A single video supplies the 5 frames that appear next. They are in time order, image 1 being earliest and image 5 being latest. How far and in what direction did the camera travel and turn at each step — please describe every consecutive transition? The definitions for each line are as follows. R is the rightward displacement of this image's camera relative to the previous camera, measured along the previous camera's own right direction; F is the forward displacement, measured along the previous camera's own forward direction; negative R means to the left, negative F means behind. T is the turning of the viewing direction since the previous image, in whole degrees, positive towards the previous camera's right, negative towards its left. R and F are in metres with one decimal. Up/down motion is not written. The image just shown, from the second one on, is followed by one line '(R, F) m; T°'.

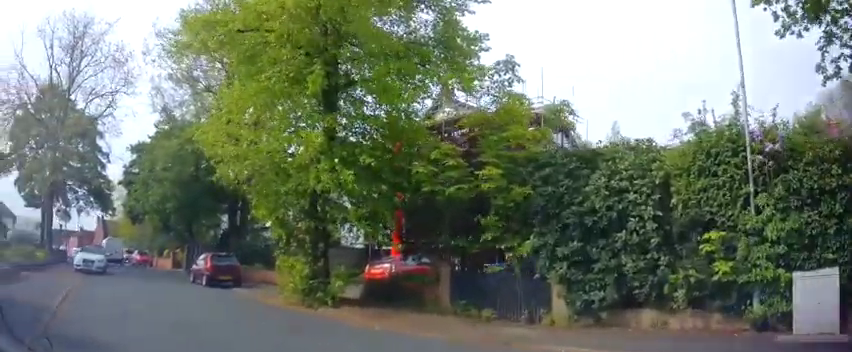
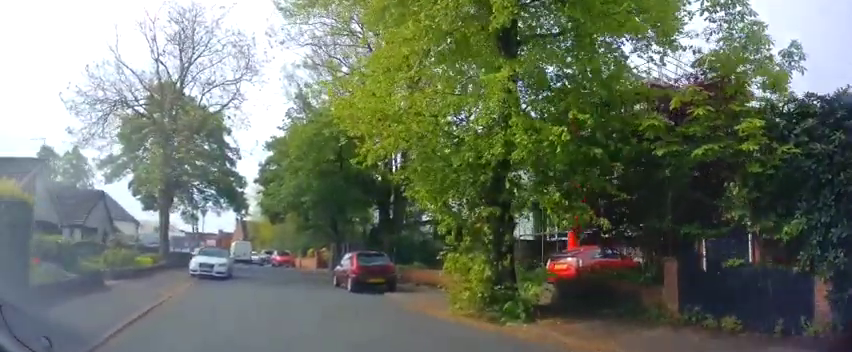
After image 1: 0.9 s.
(-0.6, +2.9) m; -18°
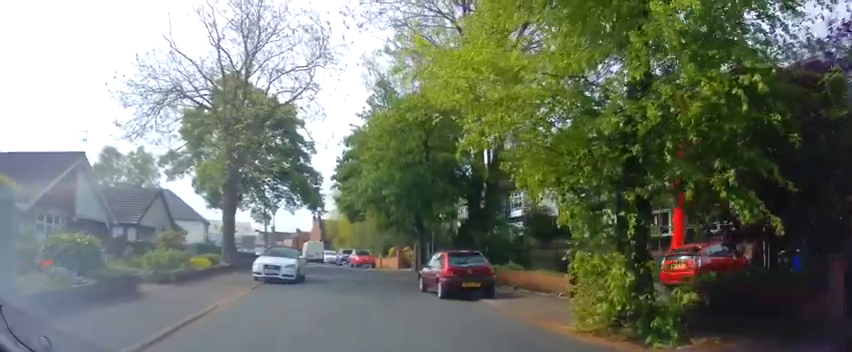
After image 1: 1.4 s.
(-0.2, +2.2) m; -6°
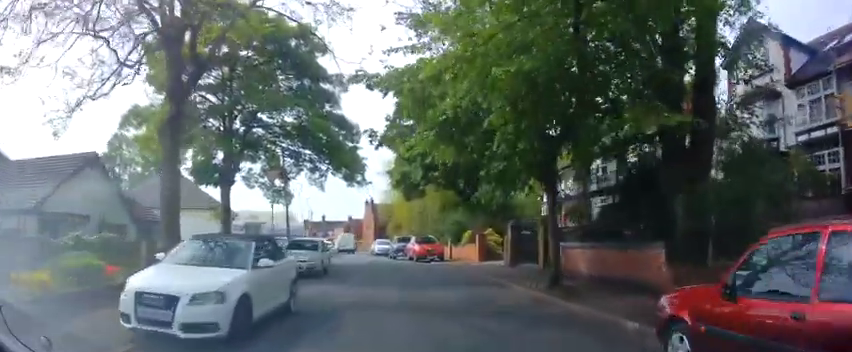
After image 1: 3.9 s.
(-0.9, +11.7) m; -7°
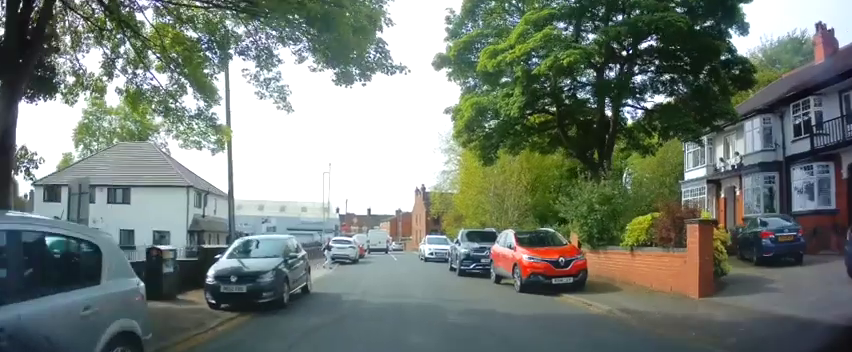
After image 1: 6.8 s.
(-1.9, +16.2) m; -9°
